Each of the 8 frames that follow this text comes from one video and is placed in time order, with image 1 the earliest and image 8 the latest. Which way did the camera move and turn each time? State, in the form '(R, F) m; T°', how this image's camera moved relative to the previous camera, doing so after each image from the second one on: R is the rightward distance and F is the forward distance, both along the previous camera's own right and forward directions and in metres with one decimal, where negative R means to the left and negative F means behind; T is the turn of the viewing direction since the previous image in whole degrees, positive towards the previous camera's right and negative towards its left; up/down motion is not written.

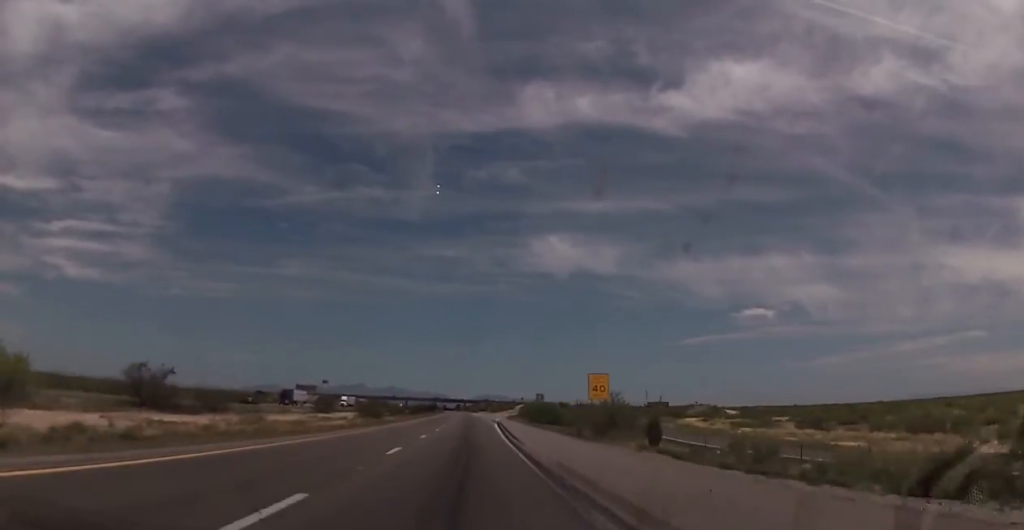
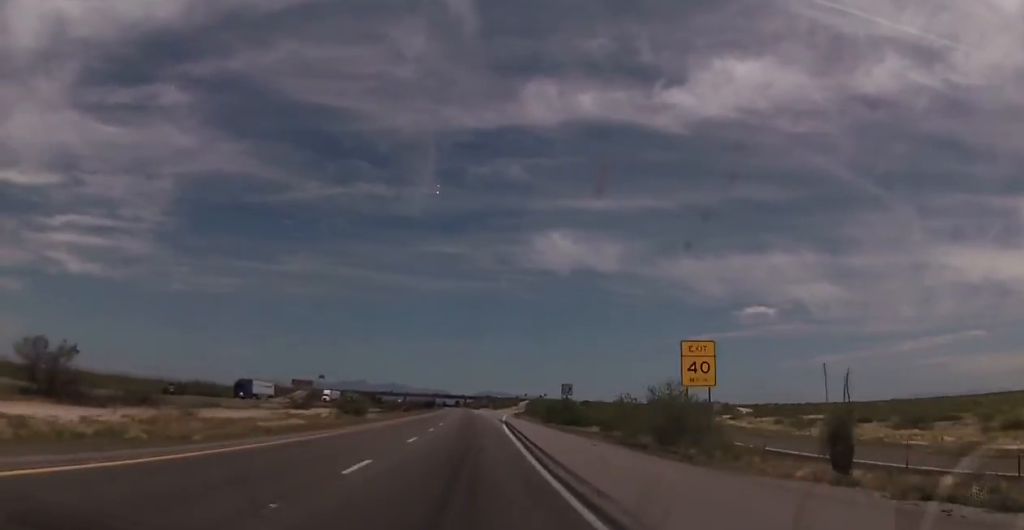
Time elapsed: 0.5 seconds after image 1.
(0.0, +18.1) m; 0°
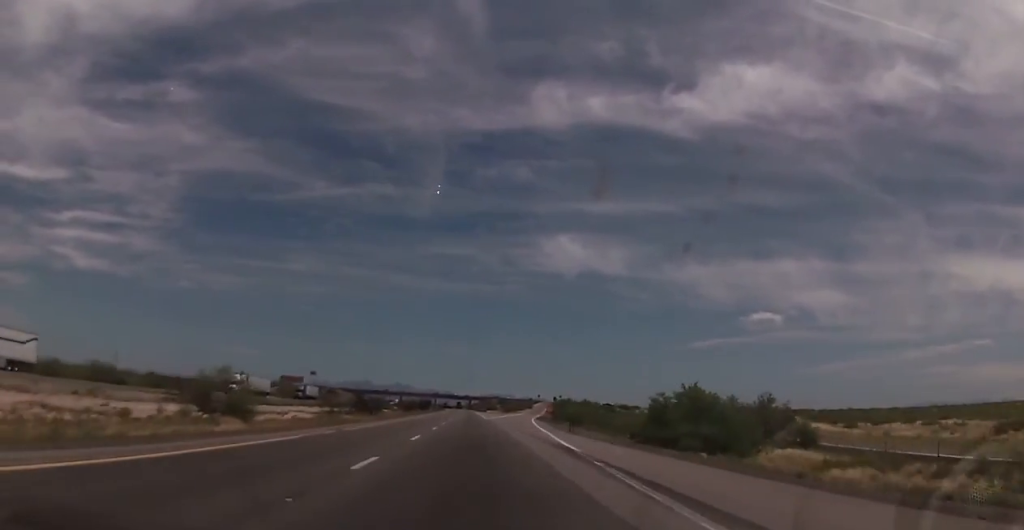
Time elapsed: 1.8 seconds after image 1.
(0.0, +48.4) m; 0°
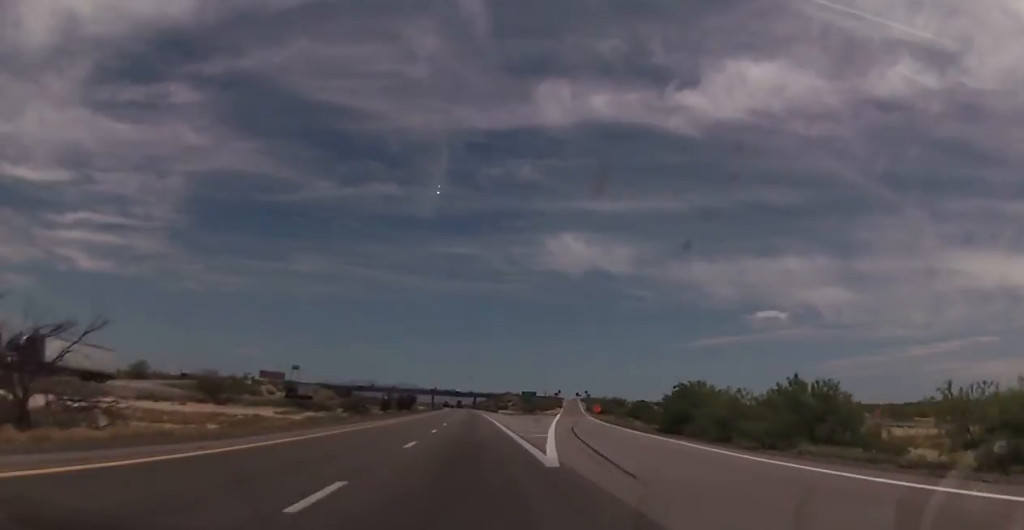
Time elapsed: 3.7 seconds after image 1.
(0.0, +67.1) m; -1°
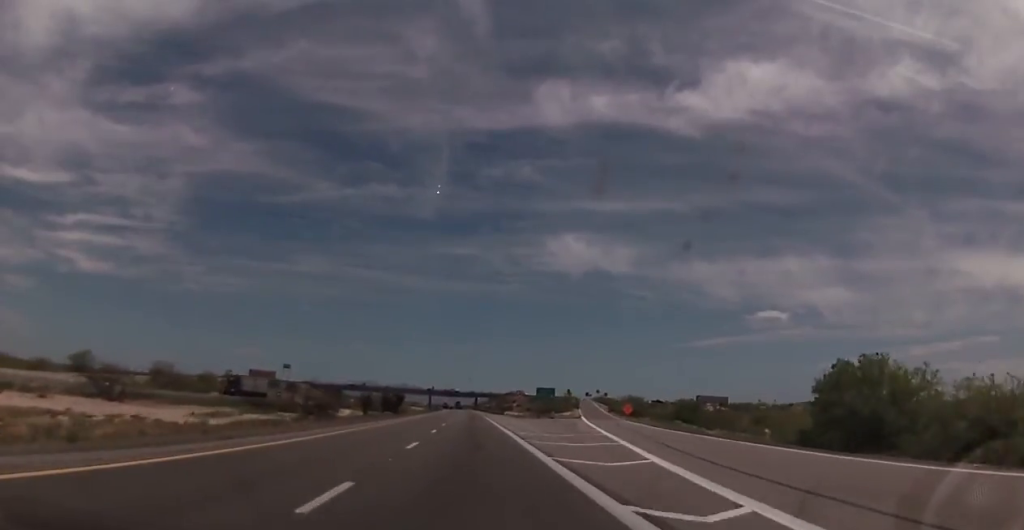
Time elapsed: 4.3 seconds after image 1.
(-0.2, +24.4) m; 0°
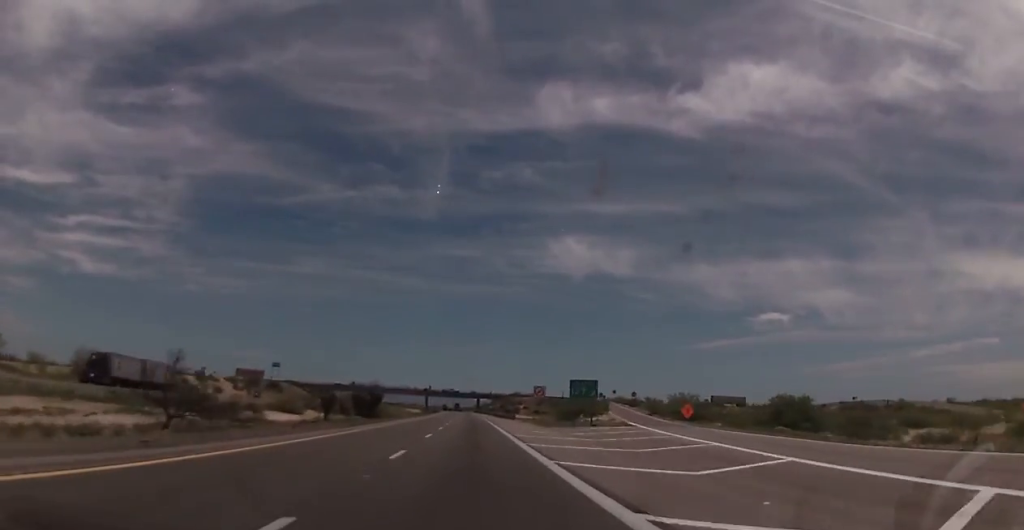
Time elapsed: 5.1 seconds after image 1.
(-0.2, +28.0) m; 0°
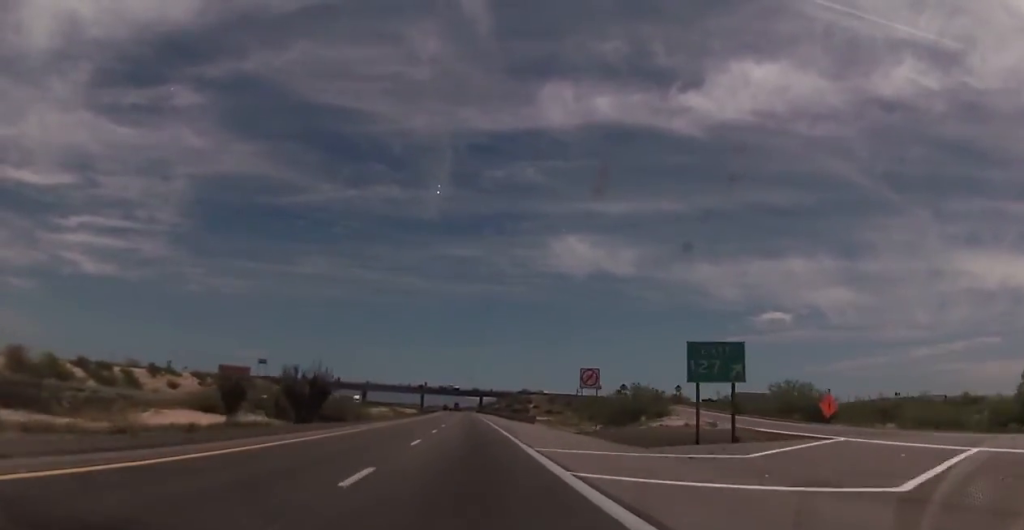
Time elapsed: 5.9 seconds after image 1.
(+0.4, +30.4) m; 0°
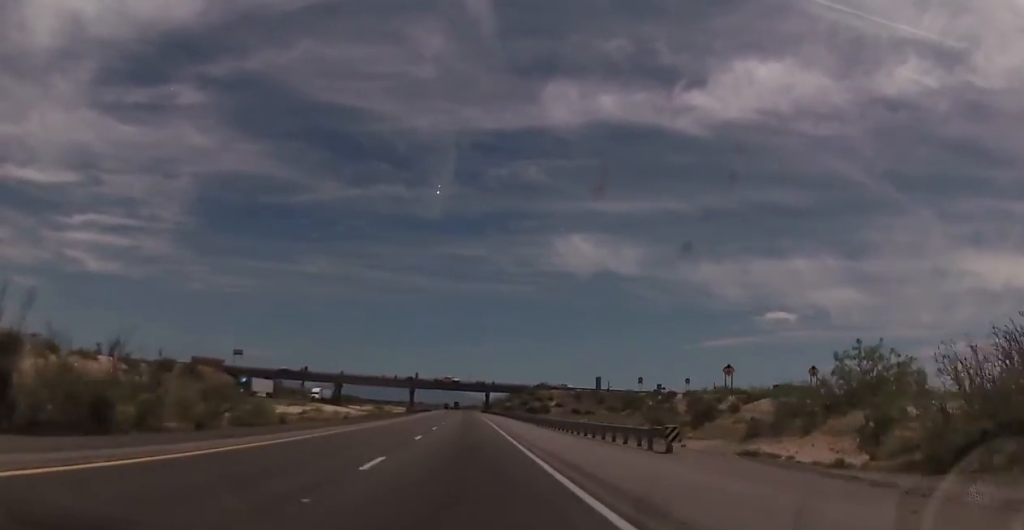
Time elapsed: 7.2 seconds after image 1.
(-0.3, +46.4) m; 0°
